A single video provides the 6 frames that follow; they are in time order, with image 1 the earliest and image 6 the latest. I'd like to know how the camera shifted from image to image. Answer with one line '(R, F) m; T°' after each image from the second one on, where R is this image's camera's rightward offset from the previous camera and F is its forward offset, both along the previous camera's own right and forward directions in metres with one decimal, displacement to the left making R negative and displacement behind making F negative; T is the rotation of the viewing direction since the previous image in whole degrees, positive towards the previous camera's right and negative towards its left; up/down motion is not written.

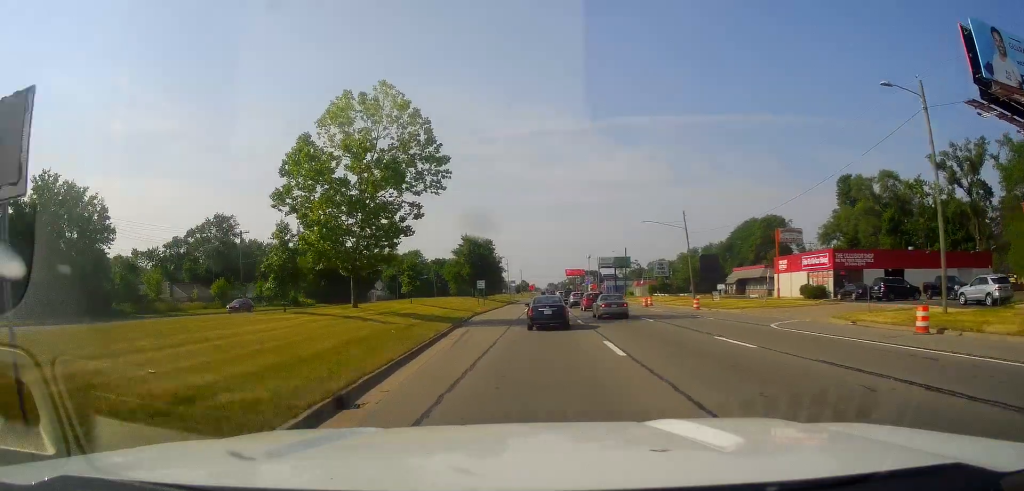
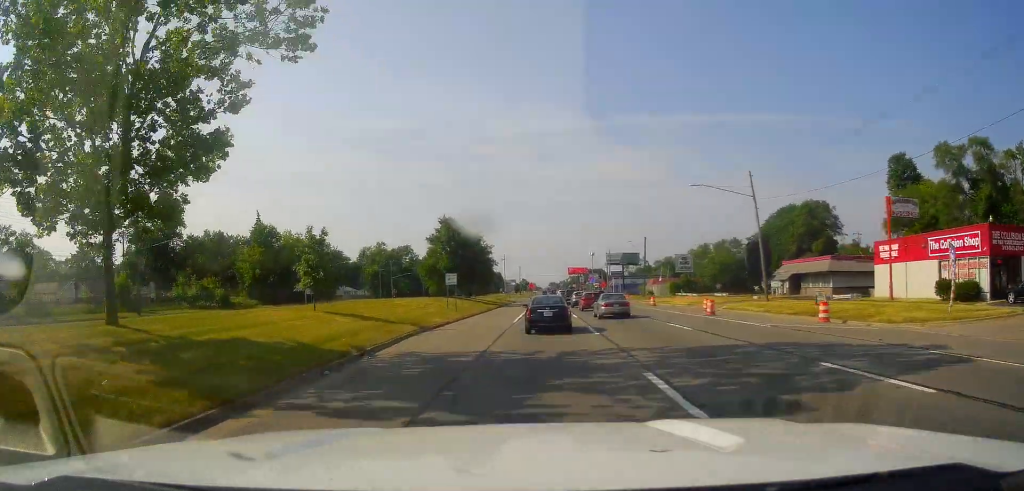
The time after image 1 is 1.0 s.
(-0.5, +23.2) m; 0°
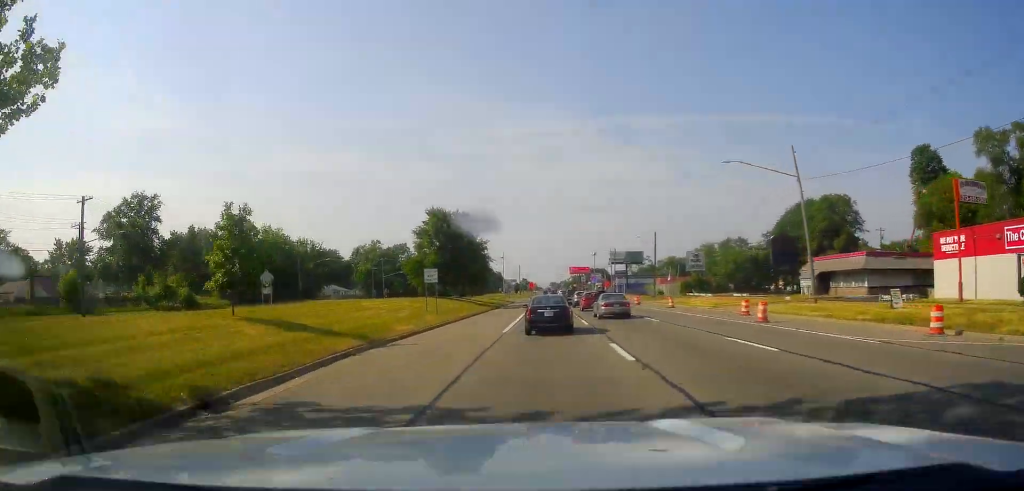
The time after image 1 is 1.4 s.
(+0.3, +8.8) m; 0°
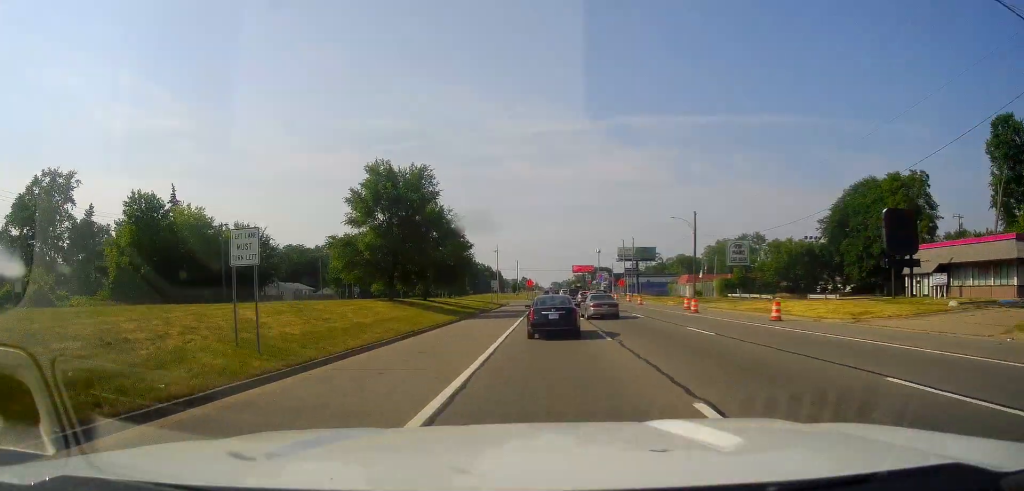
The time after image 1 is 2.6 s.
(-0.3, +25.2) m; 0°
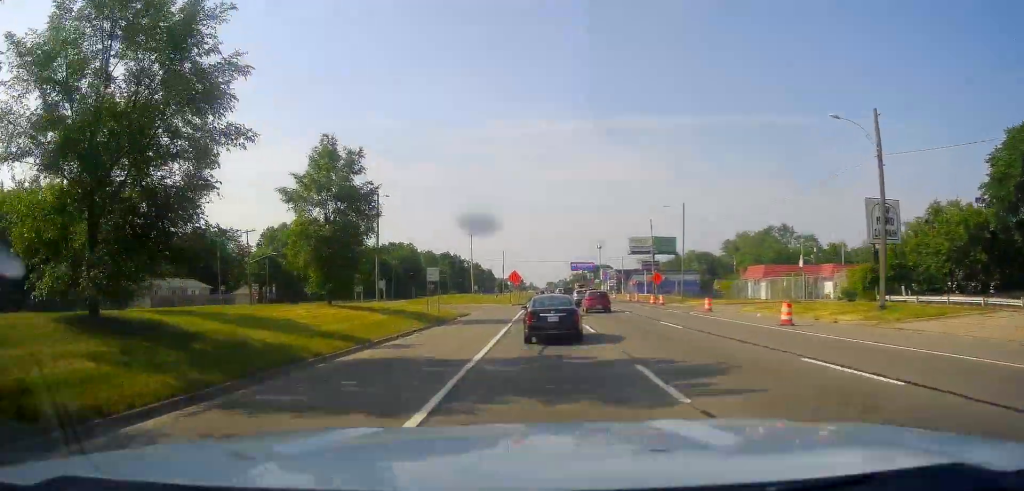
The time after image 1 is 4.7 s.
(+0.6, +42.4) m; +1°
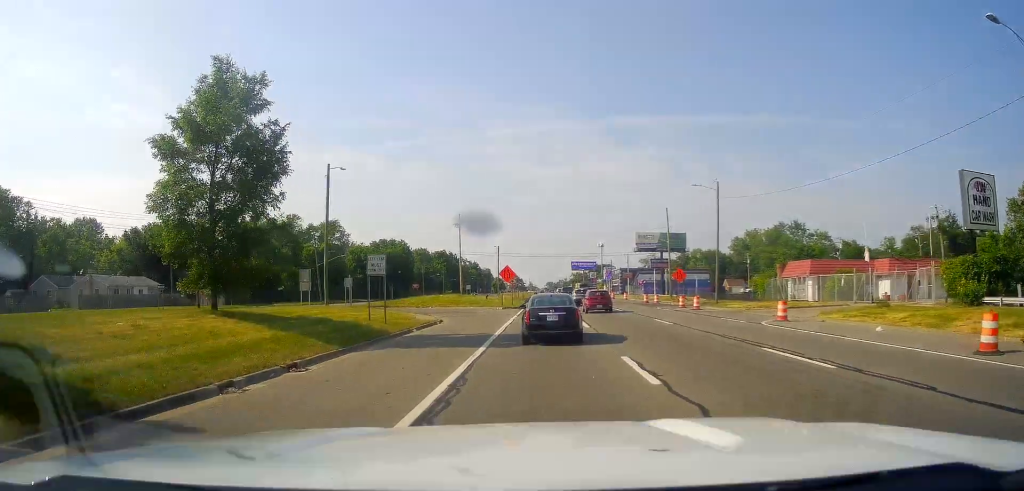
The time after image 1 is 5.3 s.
(+0.1, +13.3) m; -1°
